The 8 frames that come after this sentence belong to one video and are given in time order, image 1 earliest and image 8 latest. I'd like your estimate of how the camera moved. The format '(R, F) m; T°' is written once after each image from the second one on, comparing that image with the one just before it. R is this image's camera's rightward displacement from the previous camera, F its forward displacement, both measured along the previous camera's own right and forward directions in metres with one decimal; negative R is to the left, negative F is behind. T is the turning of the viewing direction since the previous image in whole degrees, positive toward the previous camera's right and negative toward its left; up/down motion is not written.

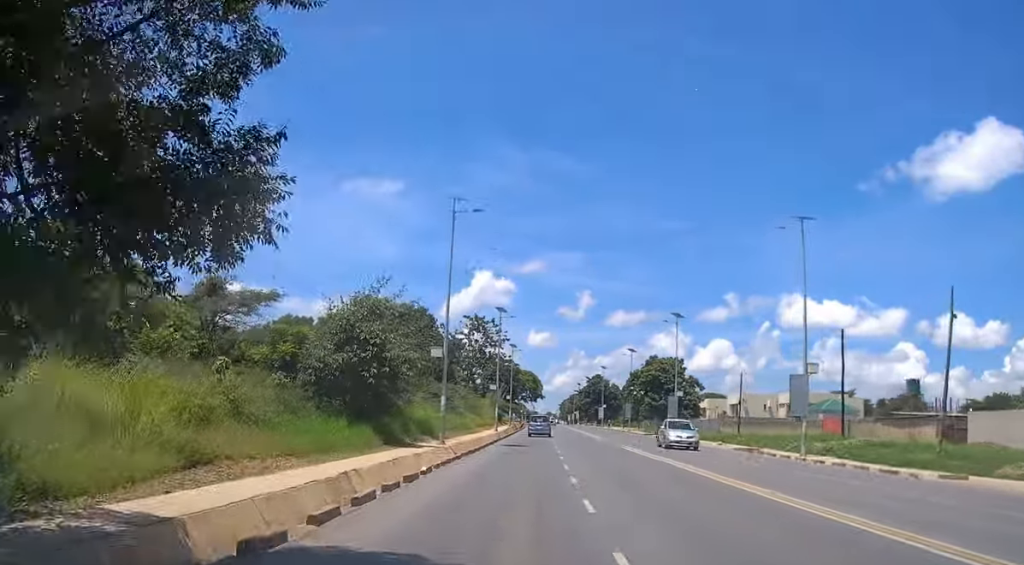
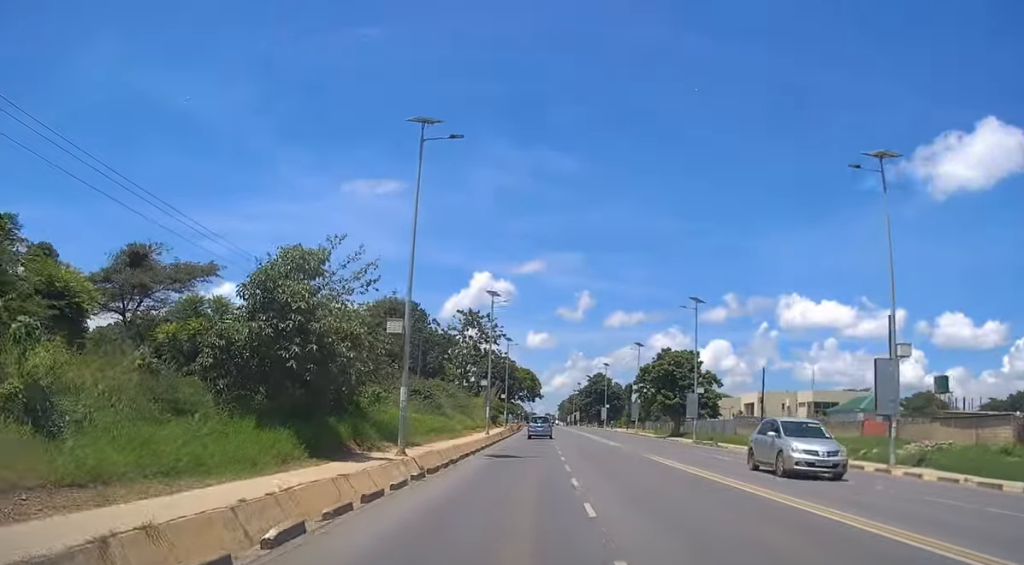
(0.0, +9.5) m; 0°
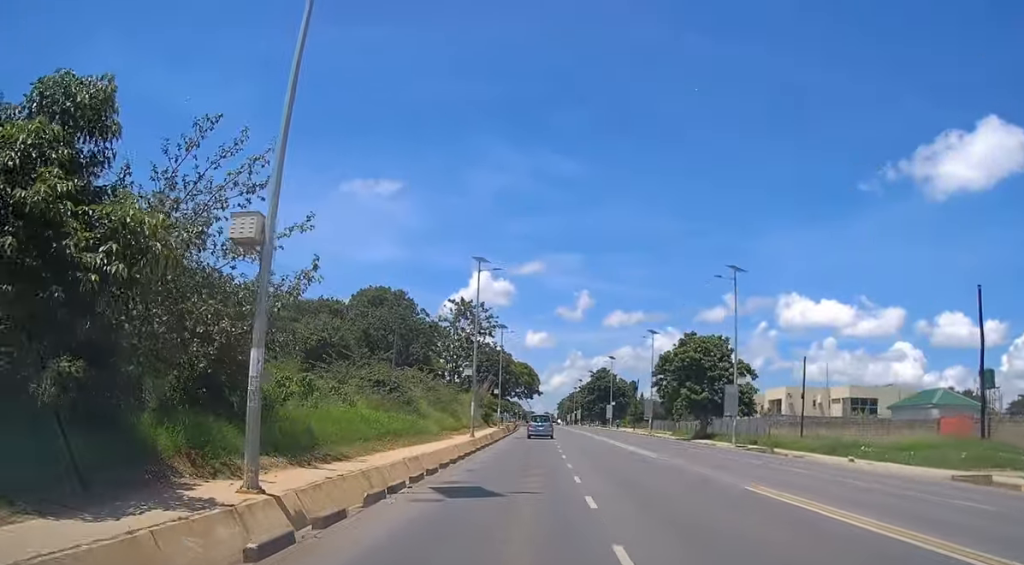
(0.0, +12.7) m; 0°
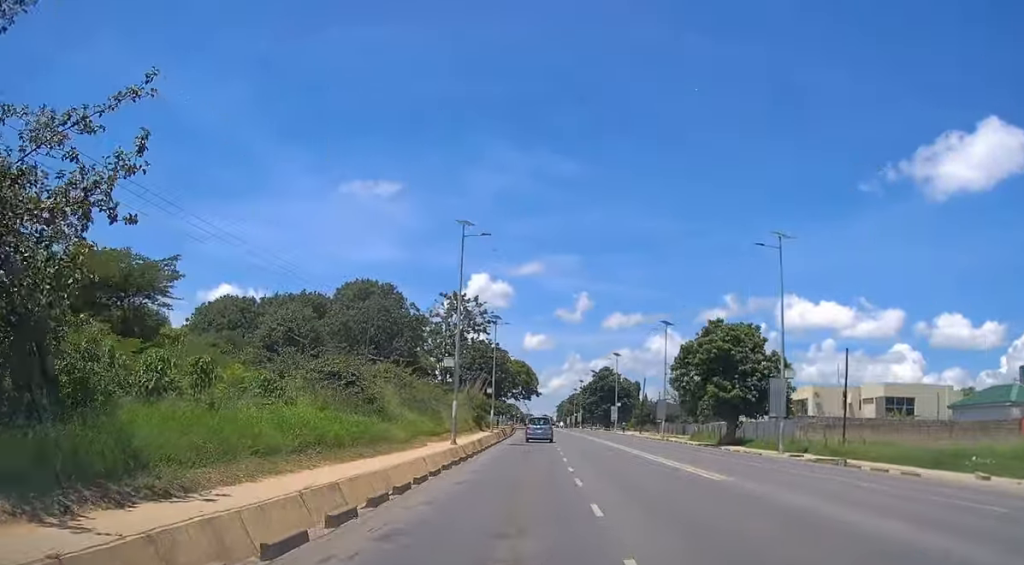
(0.0, +9.8) m; 0°
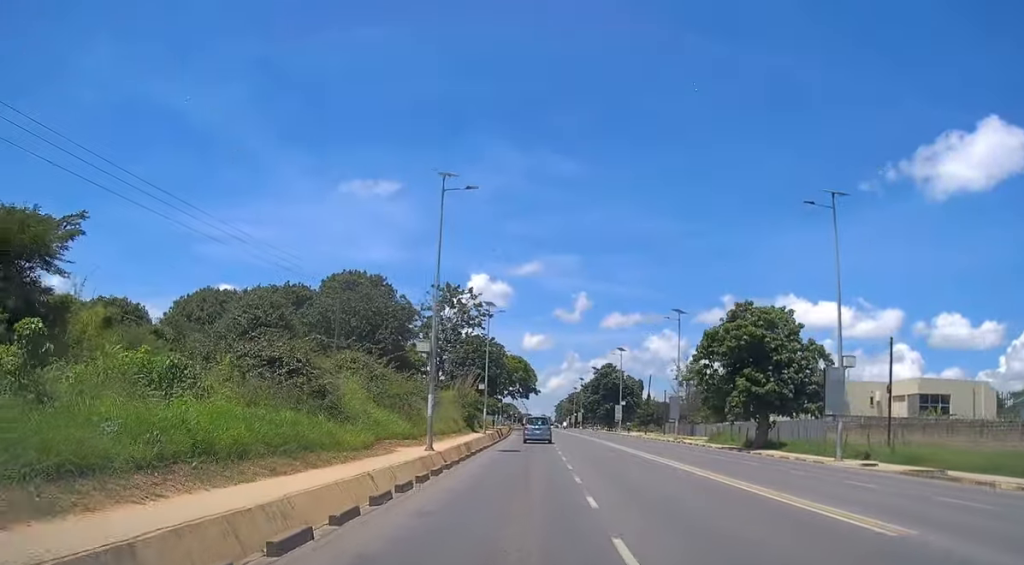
(+0.1, +7.9) m; 0°
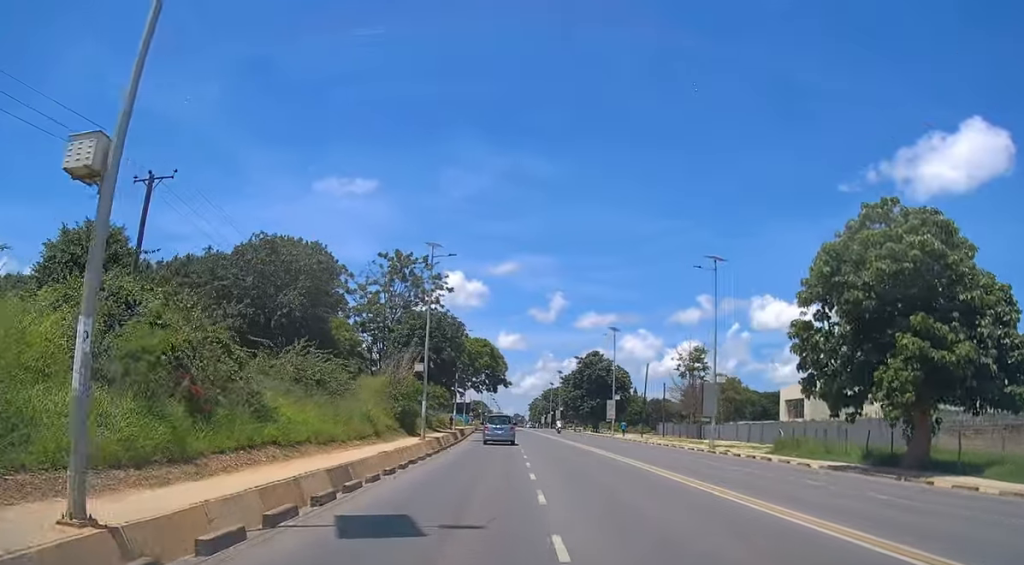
(+0.2, +22.2) m; +1°
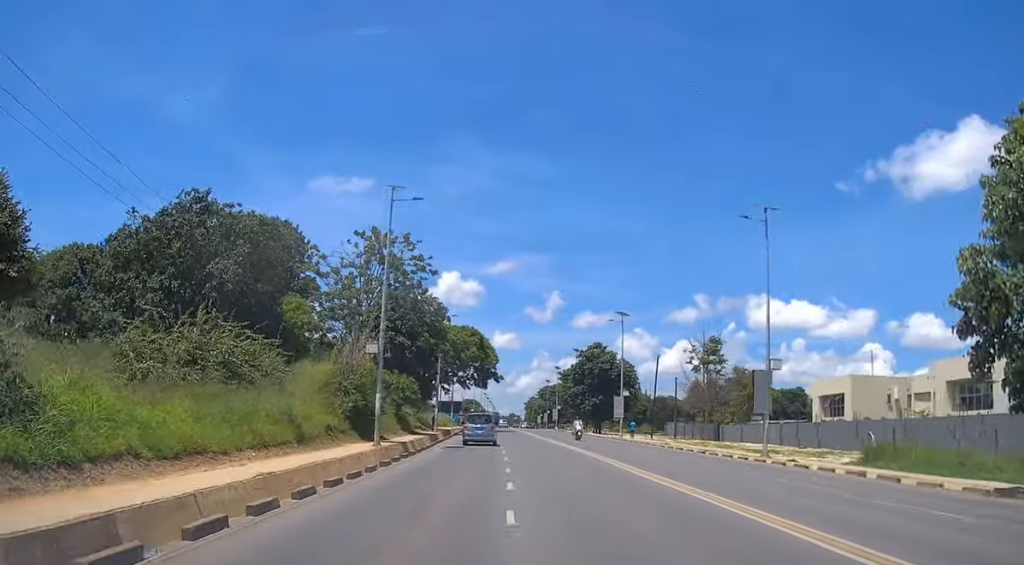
(+0.1, +11.4) m; 0°
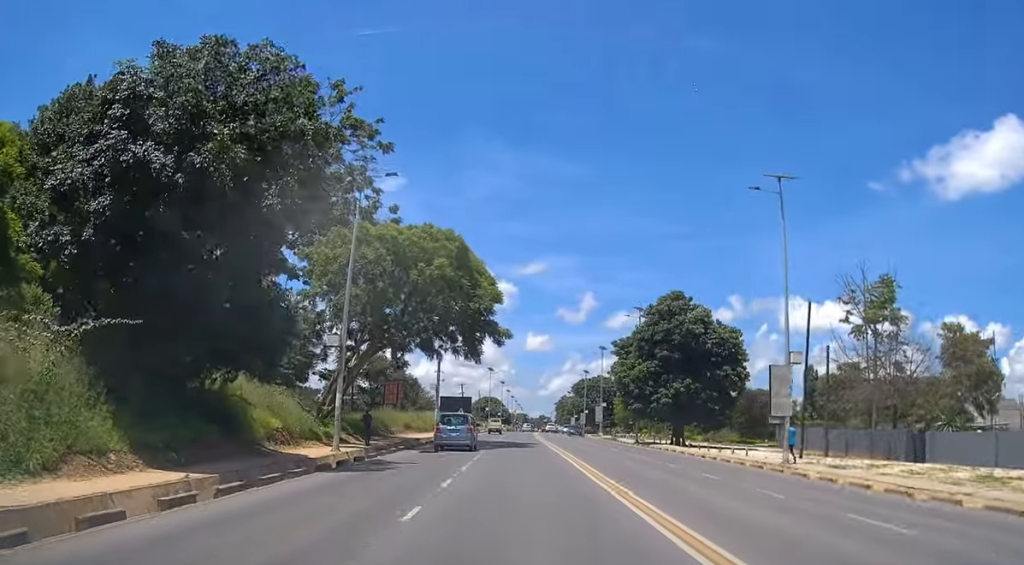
(-0.3, +40.6) m; -2°
